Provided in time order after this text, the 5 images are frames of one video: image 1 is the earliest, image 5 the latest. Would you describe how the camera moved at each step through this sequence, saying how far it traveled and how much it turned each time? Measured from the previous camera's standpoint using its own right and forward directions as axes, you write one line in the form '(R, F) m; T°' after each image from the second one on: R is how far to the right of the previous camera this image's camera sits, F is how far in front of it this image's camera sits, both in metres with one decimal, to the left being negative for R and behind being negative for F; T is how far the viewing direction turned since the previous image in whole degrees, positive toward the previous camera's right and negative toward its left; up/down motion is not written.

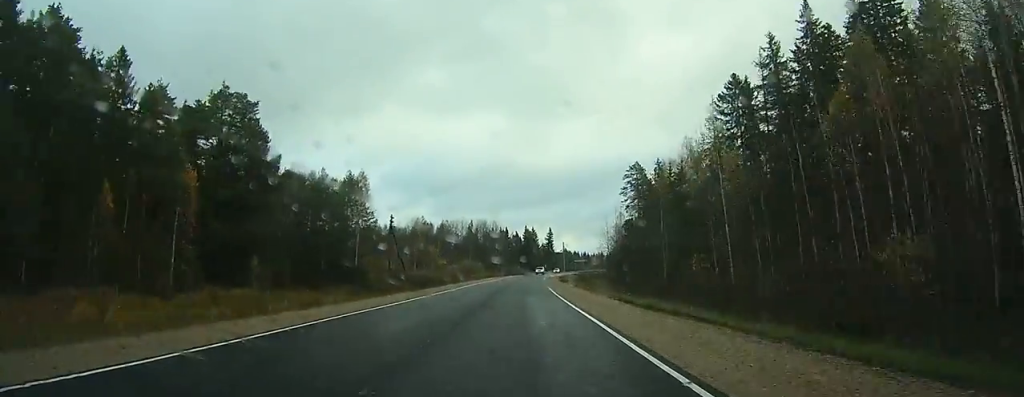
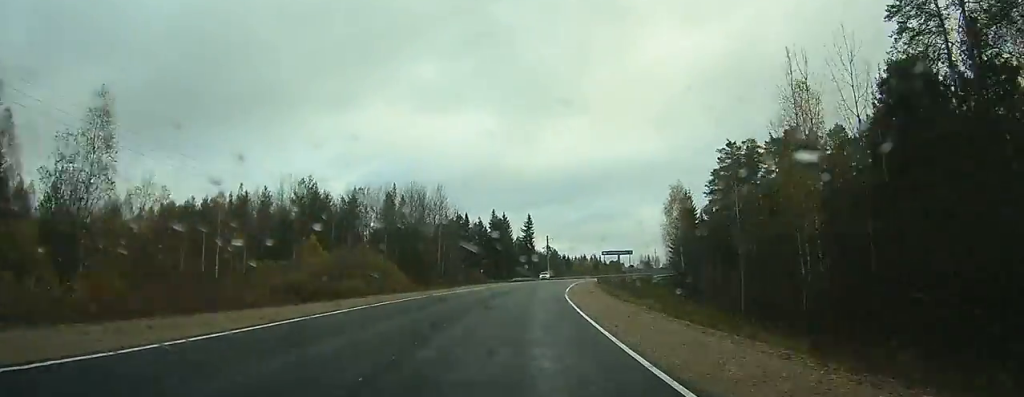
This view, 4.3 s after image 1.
(+1.2, +89.7) m; +3°
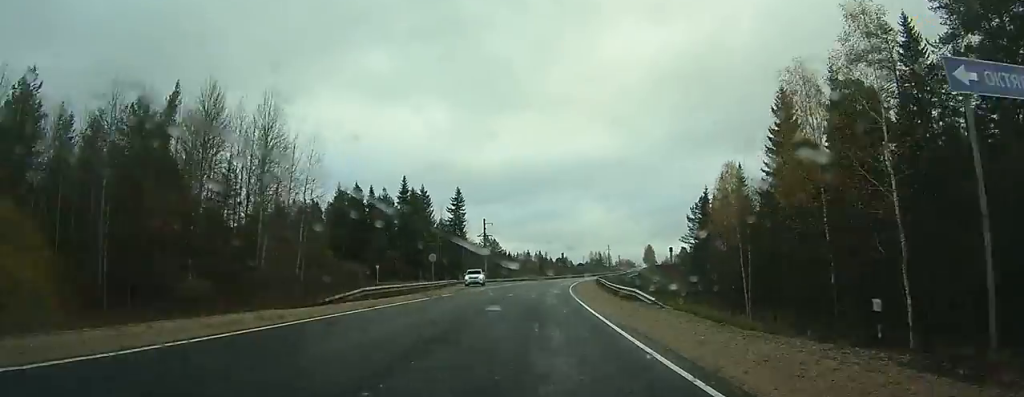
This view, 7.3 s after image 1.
(+2.8, +61.0) m; +6°
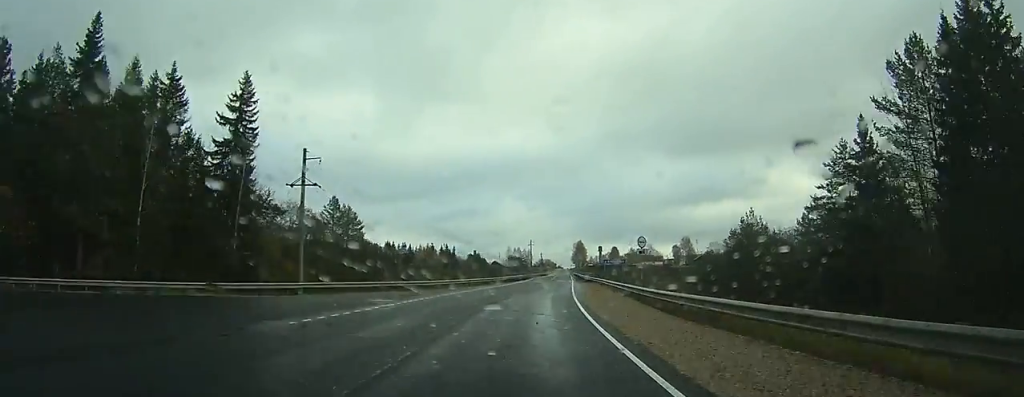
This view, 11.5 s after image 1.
(+6.5, +80.5) m; +8°
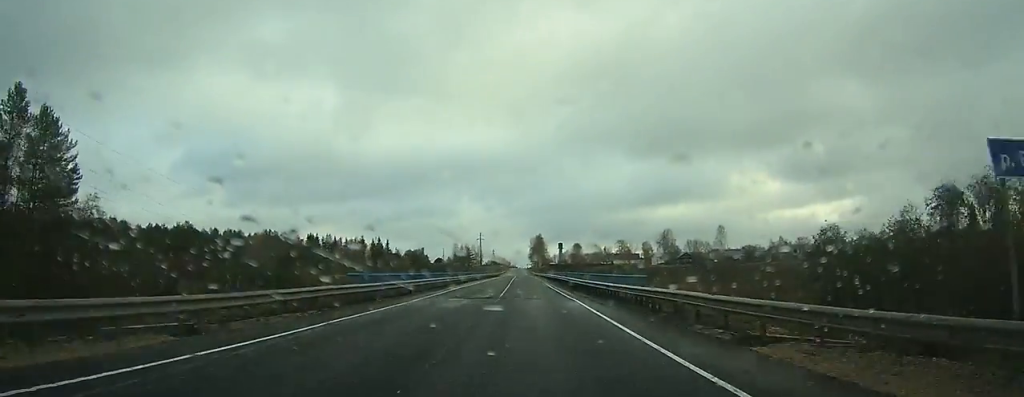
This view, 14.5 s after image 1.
(+2.3, +60.3) m; +4°
